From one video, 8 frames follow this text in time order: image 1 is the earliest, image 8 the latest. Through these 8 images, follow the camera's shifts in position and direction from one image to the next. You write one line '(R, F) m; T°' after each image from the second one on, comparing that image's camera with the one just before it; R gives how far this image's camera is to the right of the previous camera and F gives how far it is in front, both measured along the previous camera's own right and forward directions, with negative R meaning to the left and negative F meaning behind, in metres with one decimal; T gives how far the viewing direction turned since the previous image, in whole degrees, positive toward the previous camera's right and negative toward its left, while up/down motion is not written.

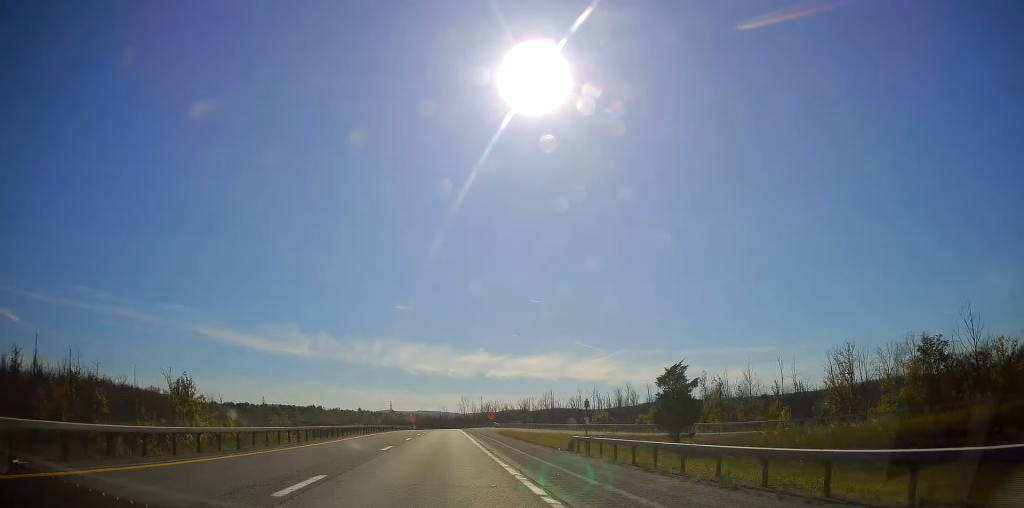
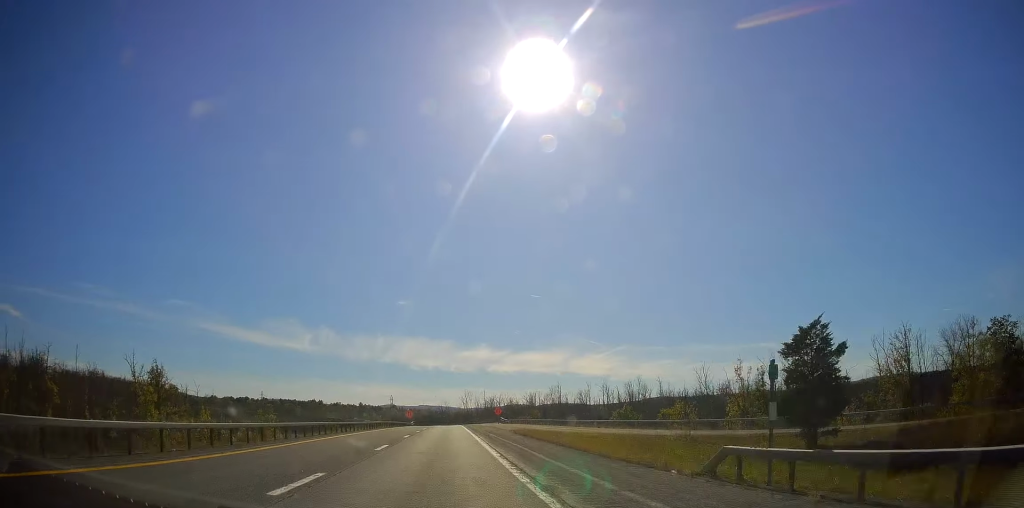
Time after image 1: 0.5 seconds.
(+0.2, +13.8) m; 0°
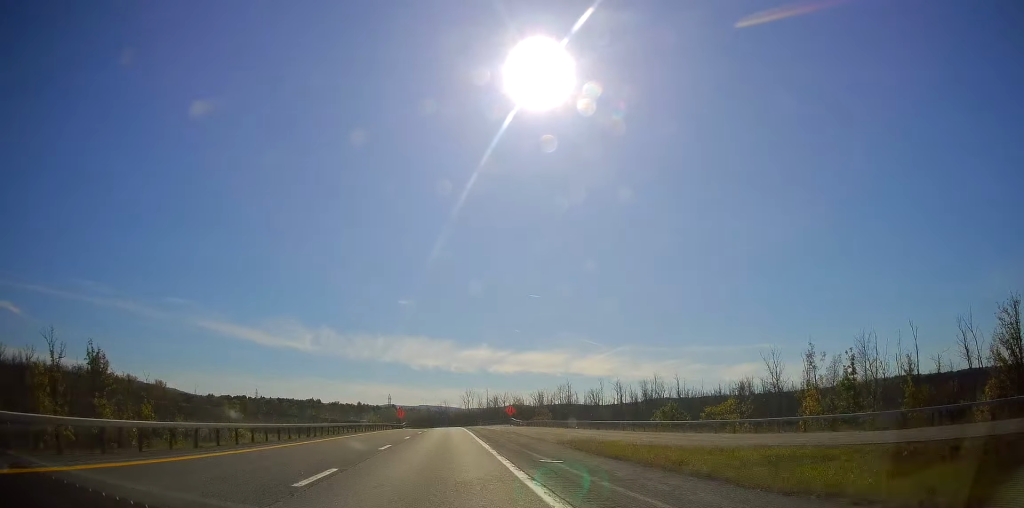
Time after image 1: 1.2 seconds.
(+0.4, +21.6) m; 0°
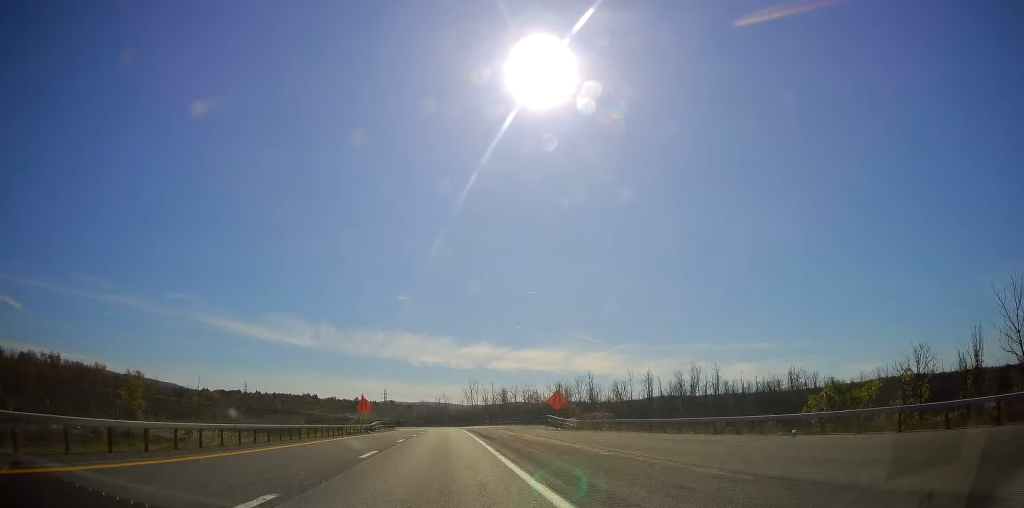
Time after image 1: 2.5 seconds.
(-0.4, +38.3) m; -1°
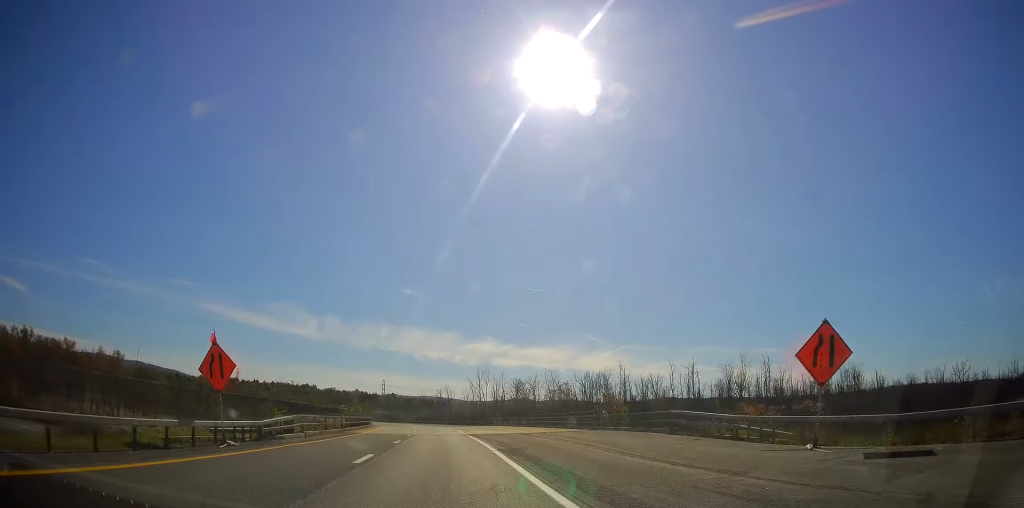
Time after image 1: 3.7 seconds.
(0.0, +35.3) m; 0°
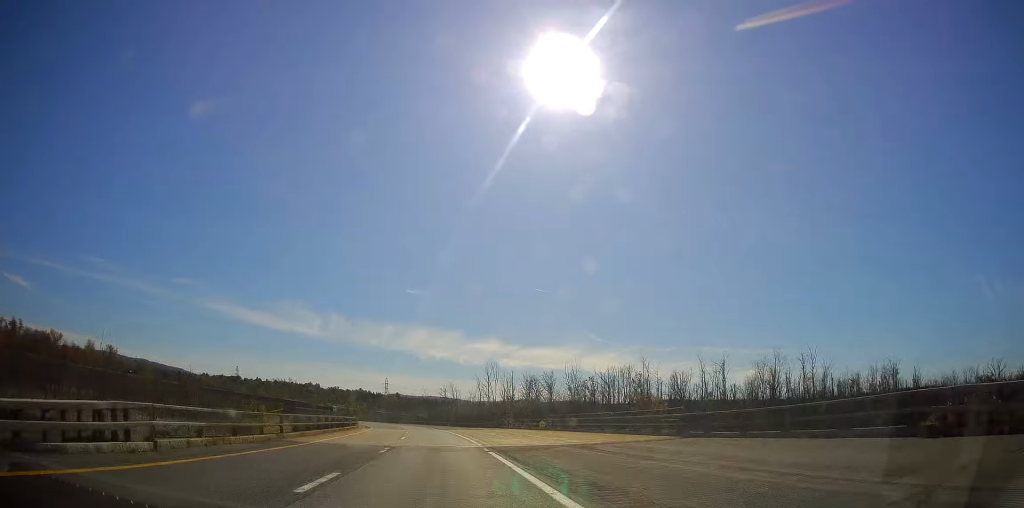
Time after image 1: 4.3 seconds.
(0.0, +16.7) m; 0°
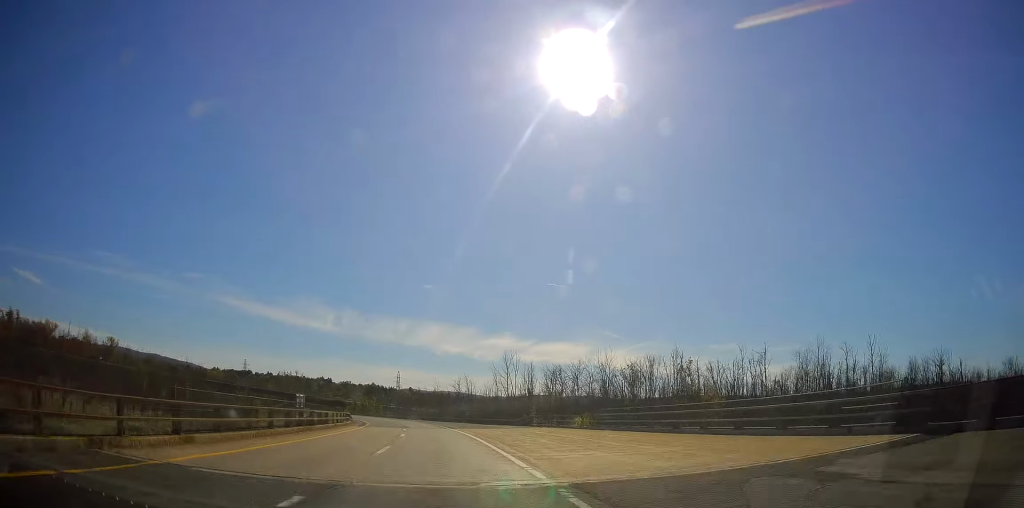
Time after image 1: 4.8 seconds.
(0.0, +14.7) m; -1°
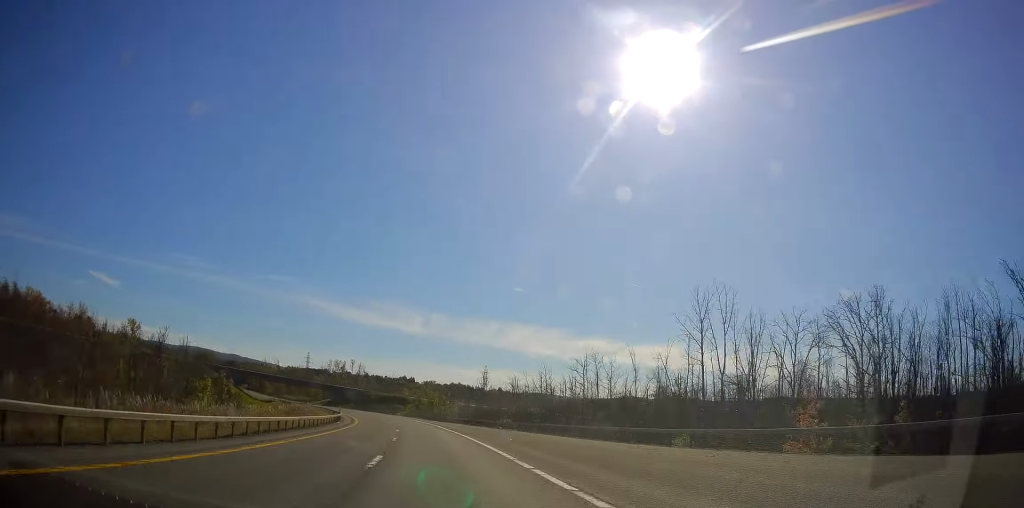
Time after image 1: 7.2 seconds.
(-1.6, +70.8) m; -5°
